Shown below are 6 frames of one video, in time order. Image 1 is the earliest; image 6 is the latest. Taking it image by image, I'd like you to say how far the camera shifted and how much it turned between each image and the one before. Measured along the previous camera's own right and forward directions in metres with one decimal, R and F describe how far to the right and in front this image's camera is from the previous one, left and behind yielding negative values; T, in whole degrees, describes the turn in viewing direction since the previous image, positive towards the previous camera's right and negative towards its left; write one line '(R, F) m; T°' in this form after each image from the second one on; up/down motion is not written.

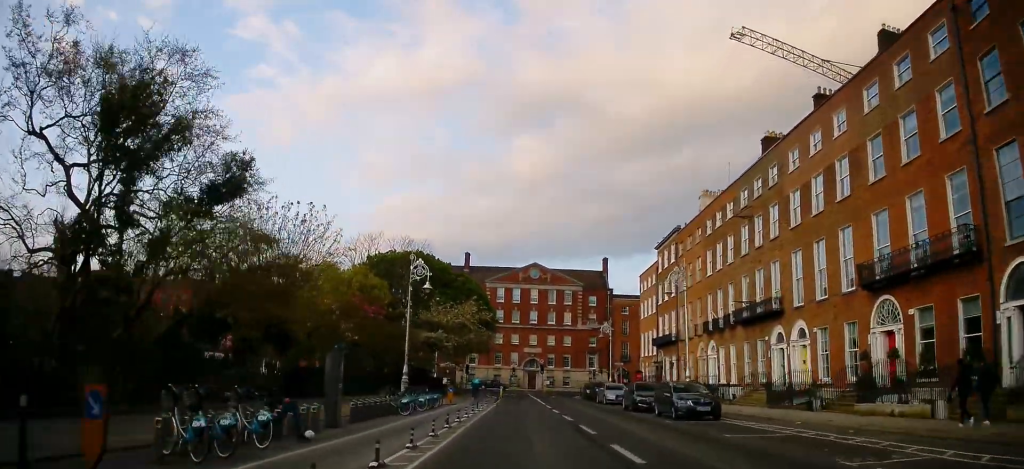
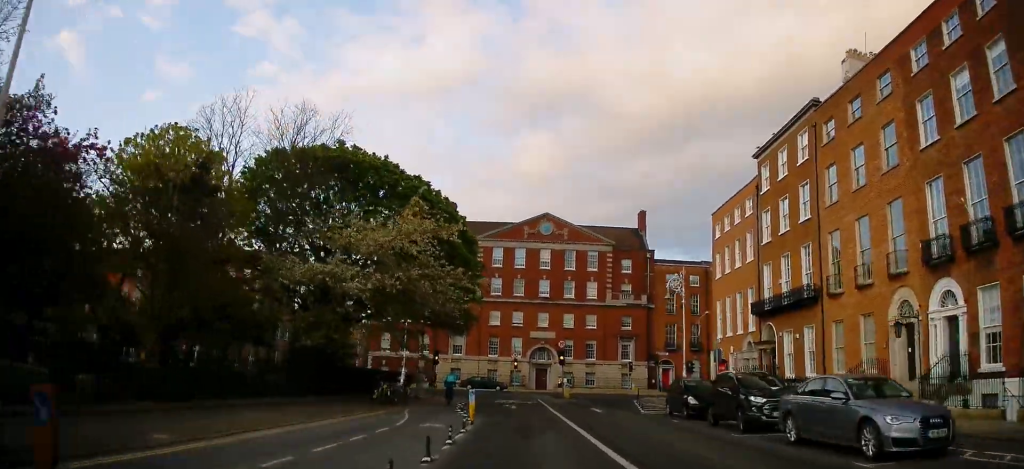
(-0.1, +30.4) m; 0°
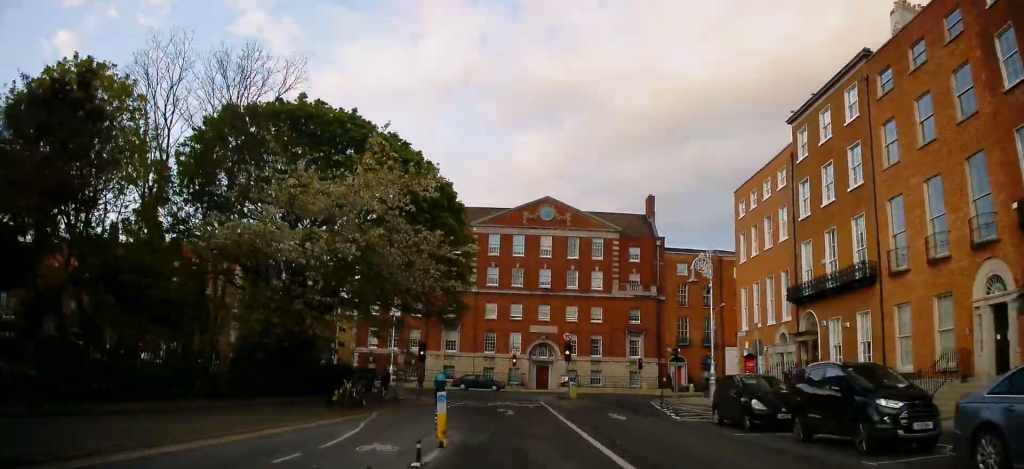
(0.0, +6.6) m; 0°
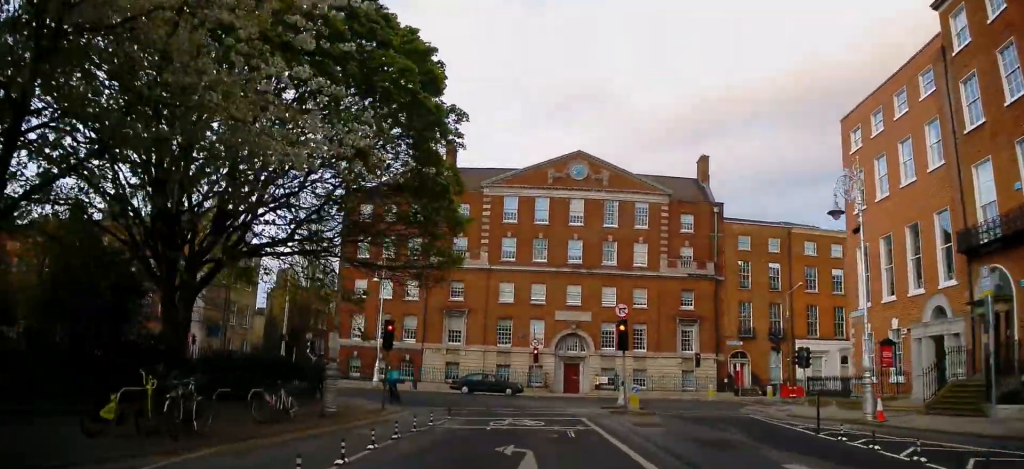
(-0.4, +17.4) m; -2°
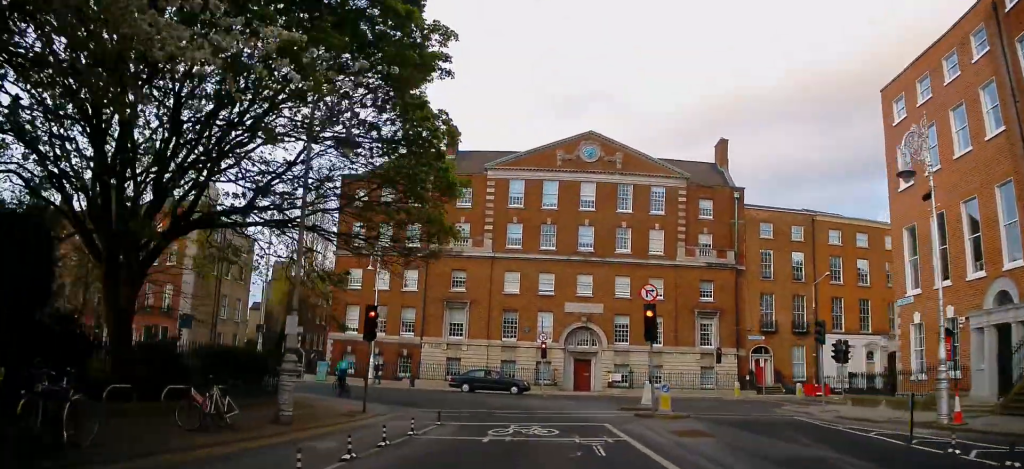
(+0.1, +5.3) m; 0°
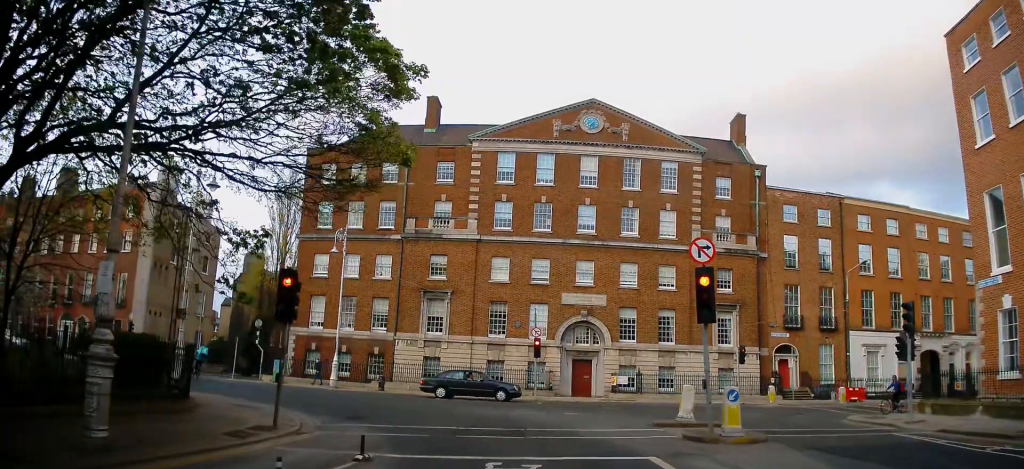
(-0.3, +10.8) m; -4°
